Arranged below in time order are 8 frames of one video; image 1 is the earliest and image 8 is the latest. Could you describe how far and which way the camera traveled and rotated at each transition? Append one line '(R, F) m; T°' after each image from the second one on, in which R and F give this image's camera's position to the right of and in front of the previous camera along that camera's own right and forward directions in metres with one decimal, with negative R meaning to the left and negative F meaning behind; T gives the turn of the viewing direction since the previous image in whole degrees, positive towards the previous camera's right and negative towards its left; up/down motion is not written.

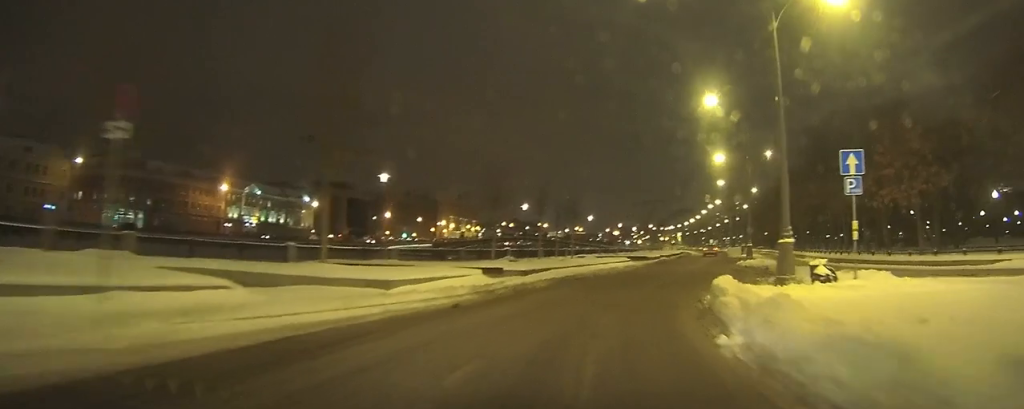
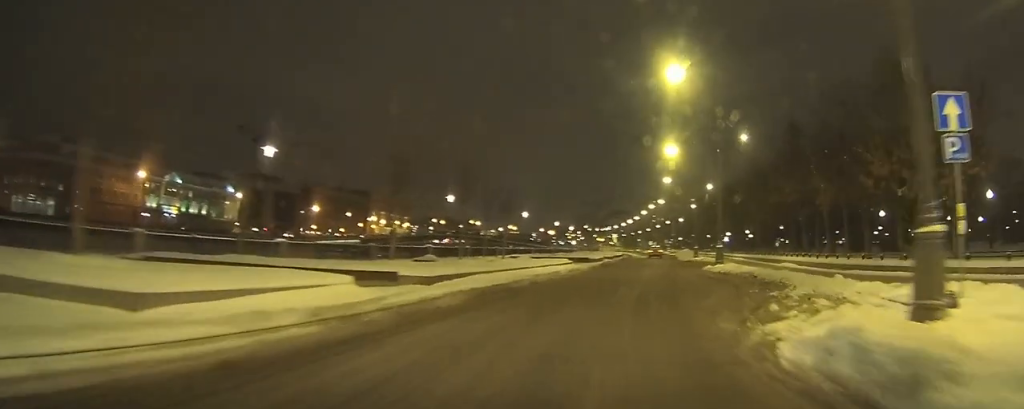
(+0.3, +7.6) m; +6°
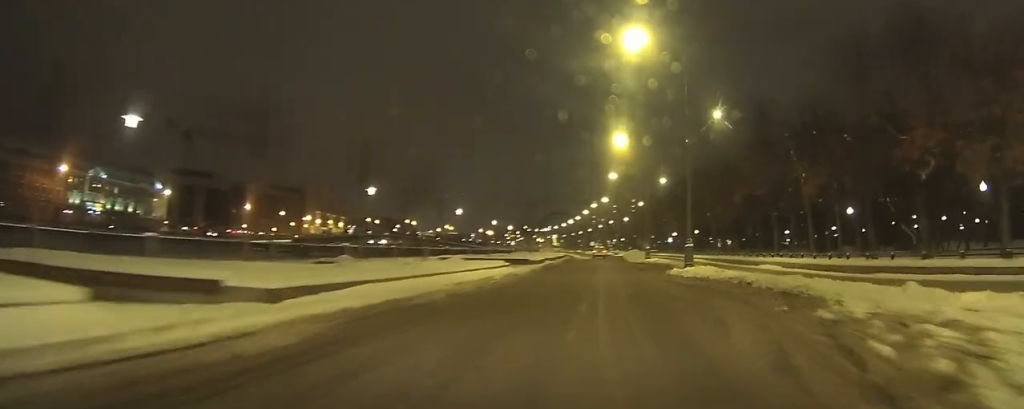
(+0.2, +6.3) m; +5°
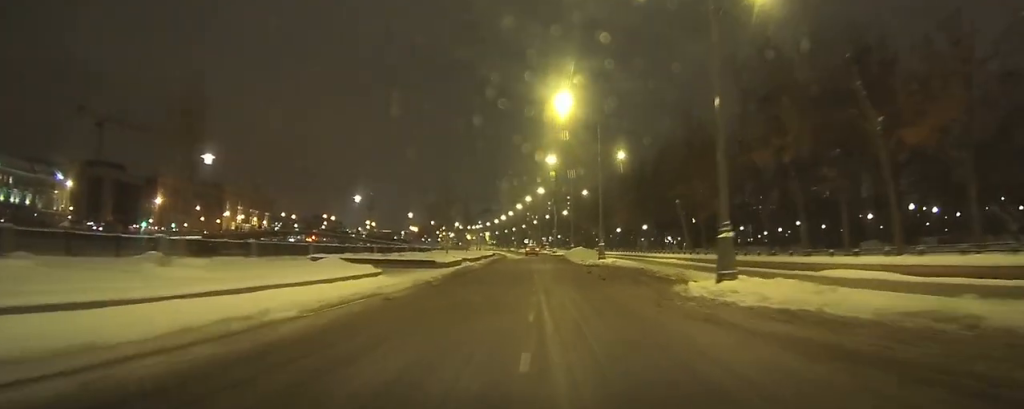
(+1.3, +14.6) m; +7°
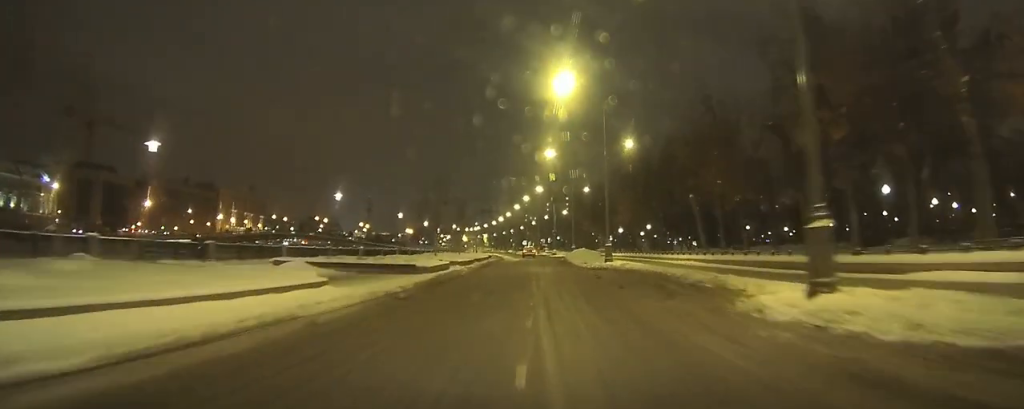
(0.0, +4.8) m; 0°
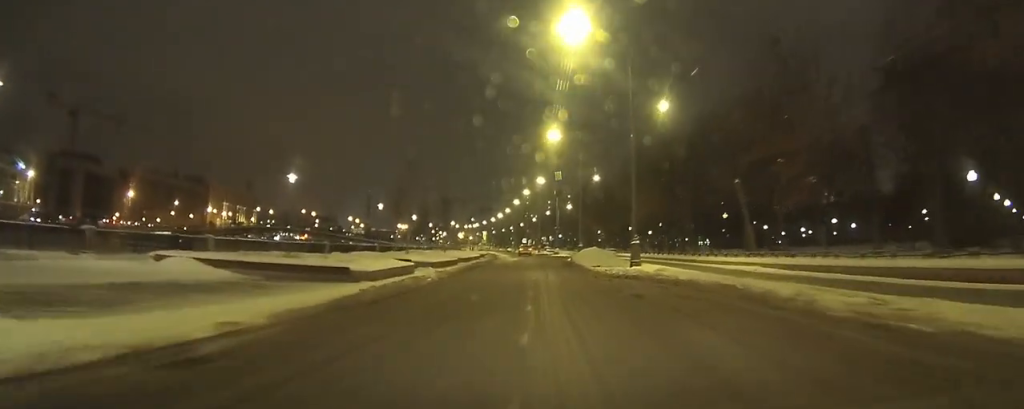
(-0.1, +9.8) m; 0°
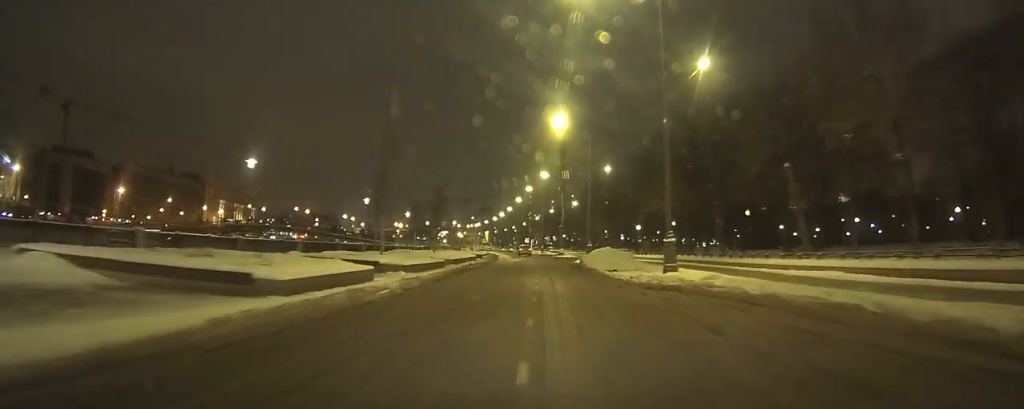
(0.0, +6.4) m; +1°
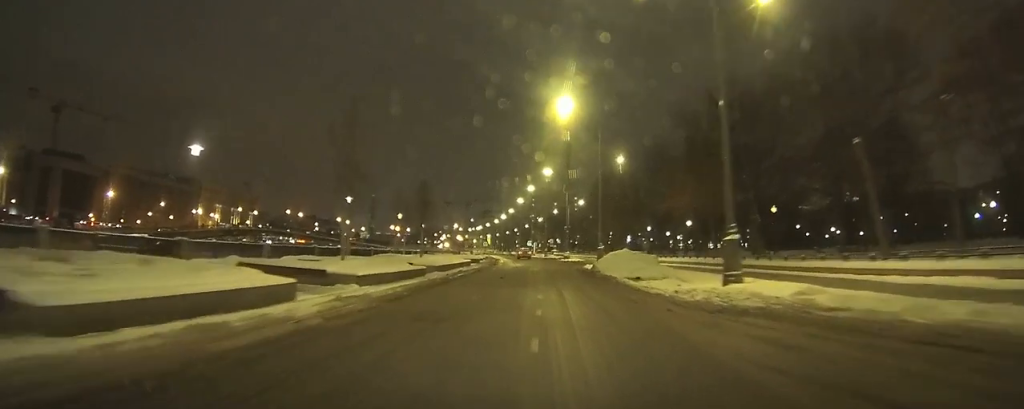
(0.0, +6.1) m; 0°
